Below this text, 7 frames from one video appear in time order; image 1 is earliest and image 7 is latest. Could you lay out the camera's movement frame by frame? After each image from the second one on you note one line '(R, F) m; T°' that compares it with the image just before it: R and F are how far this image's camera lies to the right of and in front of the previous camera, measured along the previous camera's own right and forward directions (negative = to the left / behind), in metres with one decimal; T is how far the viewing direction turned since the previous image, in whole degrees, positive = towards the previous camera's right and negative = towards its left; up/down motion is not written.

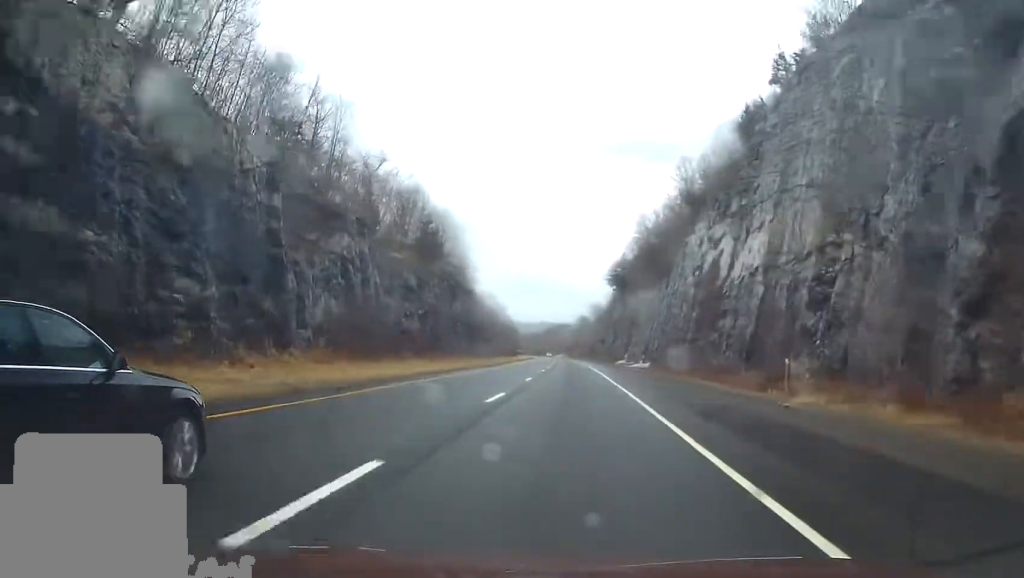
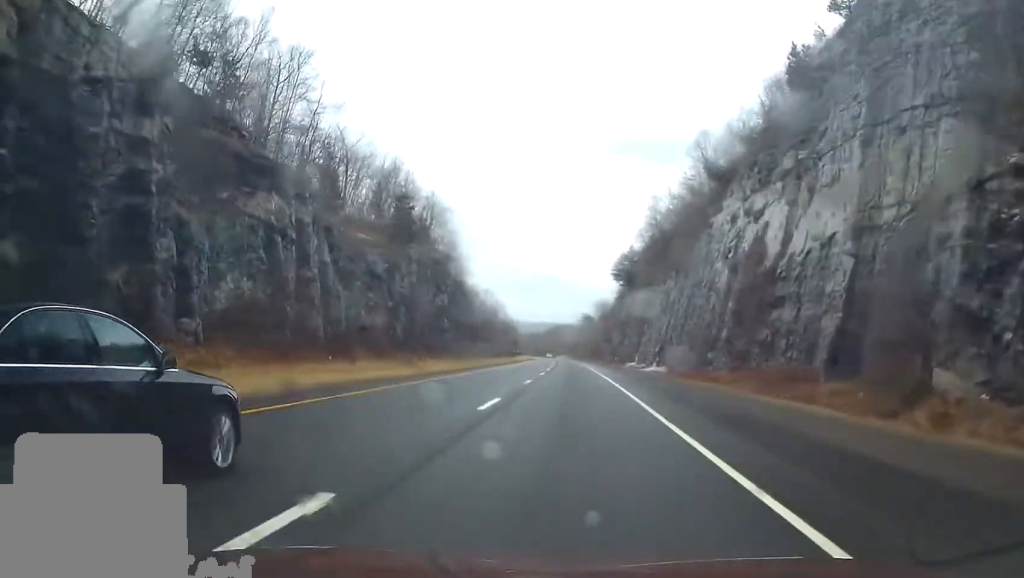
(+0.2, +13.9) m; 0°
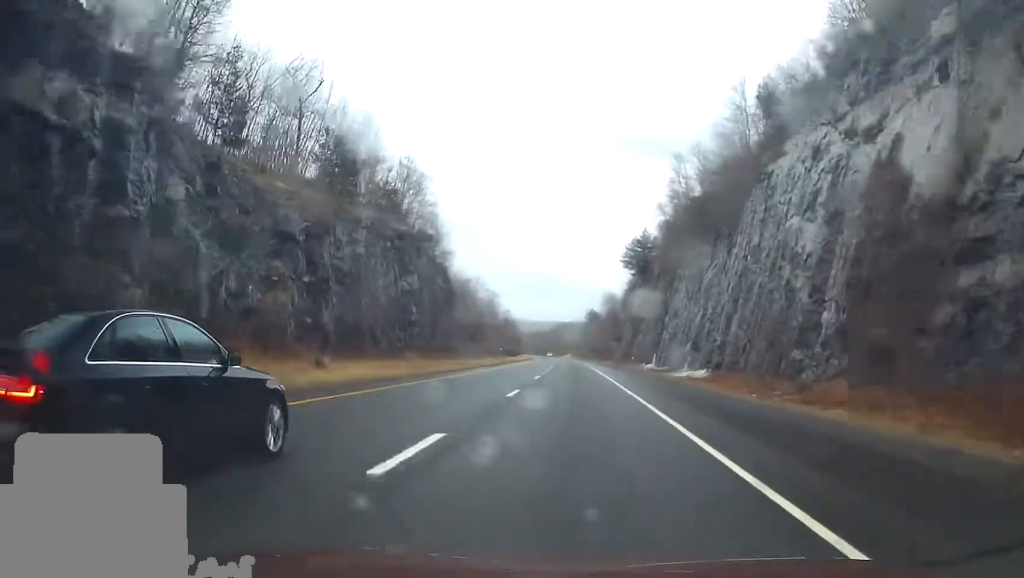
(-0.2, +20.6) m; 0°
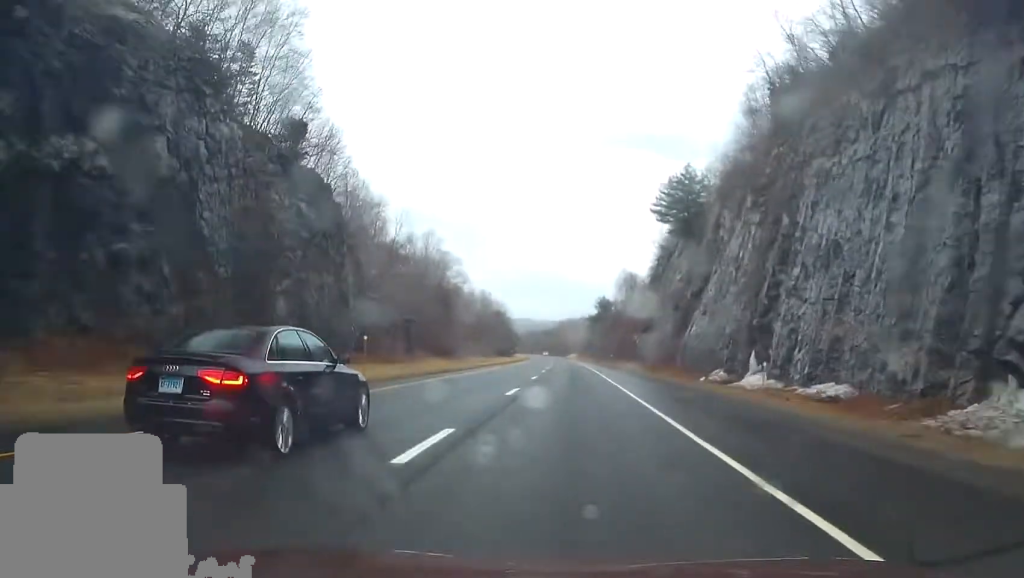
(-0.3, +48.3) m; 0°
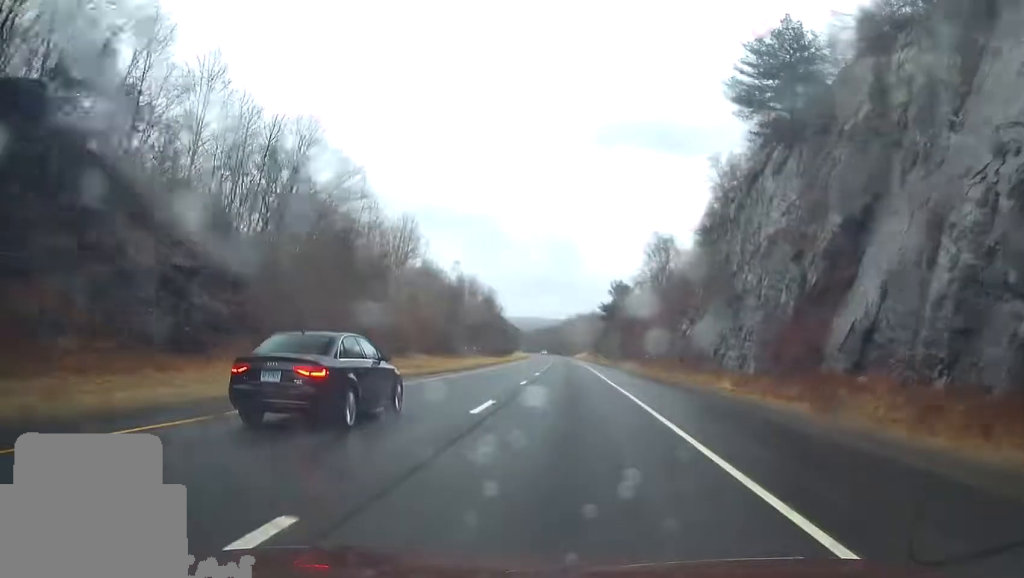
(-0.3, +42.8) m; -1°
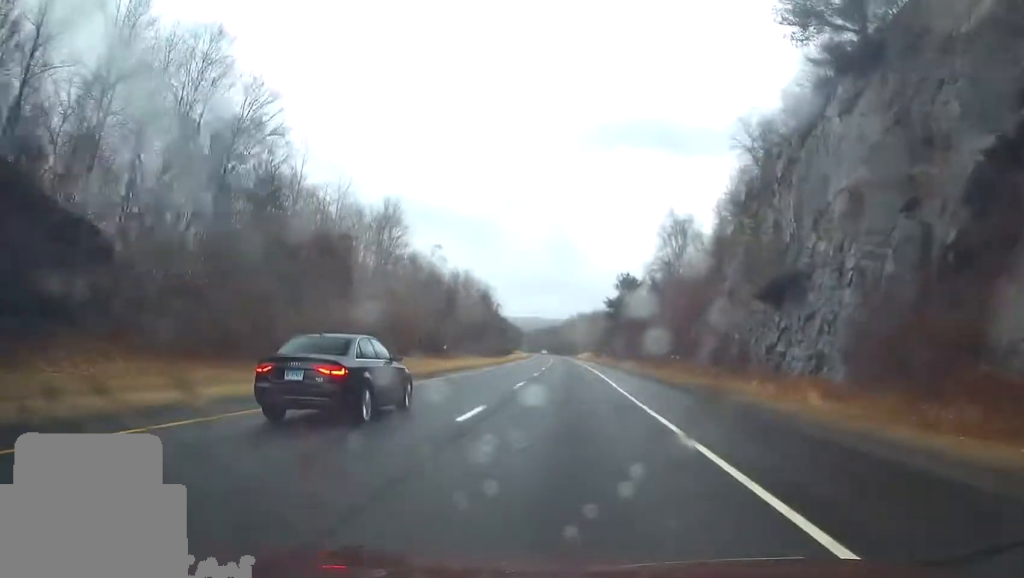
(0.0, +13.5) m; -1°
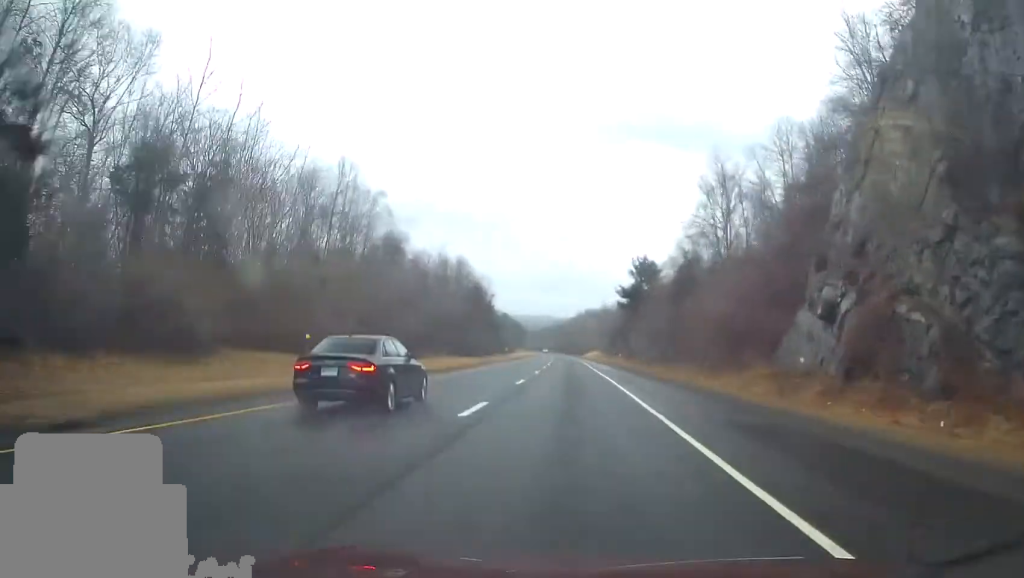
(-0.3, +23.4) m; 0°
